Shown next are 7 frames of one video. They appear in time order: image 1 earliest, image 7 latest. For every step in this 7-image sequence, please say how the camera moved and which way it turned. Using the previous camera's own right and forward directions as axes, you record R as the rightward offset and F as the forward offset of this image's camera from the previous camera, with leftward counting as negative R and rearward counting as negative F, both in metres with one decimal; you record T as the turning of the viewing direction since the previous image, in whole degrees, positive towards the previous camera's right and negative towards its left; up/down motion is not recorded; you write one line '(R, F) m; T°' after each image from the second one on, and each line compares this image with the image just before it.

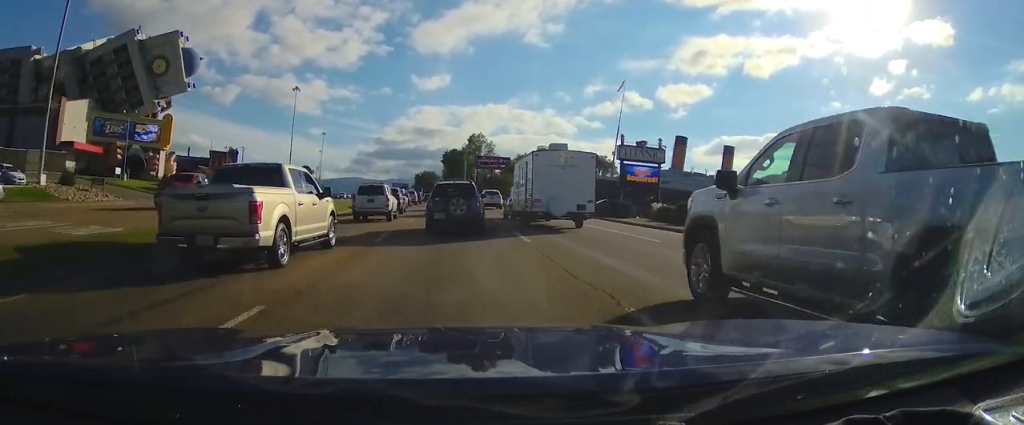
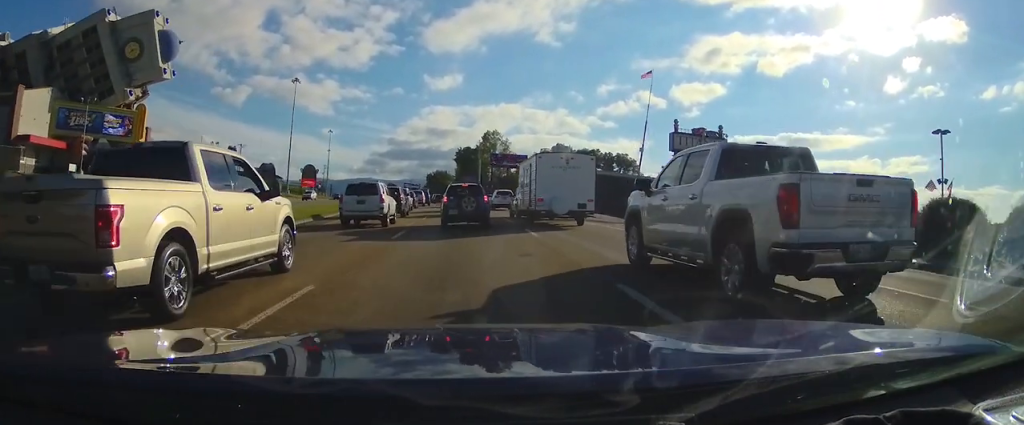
(-0.5, +8.5) m; -1°
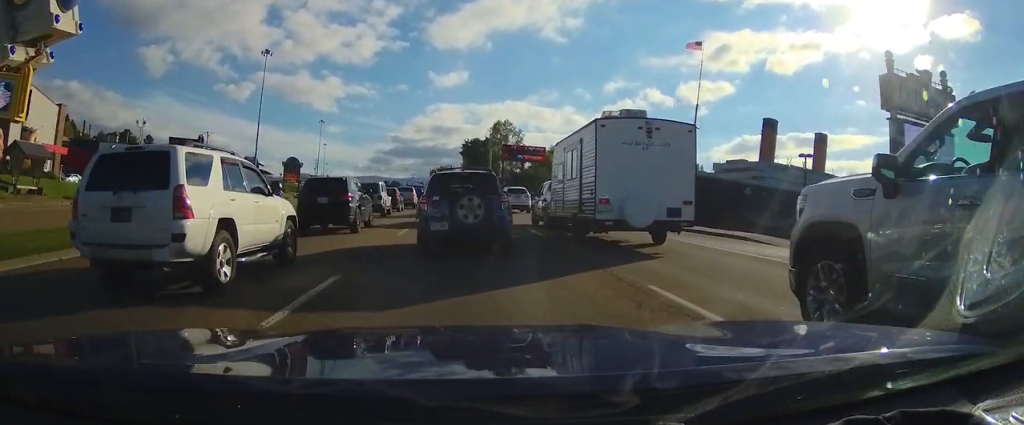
(+0.1, +18.1) m; 0°
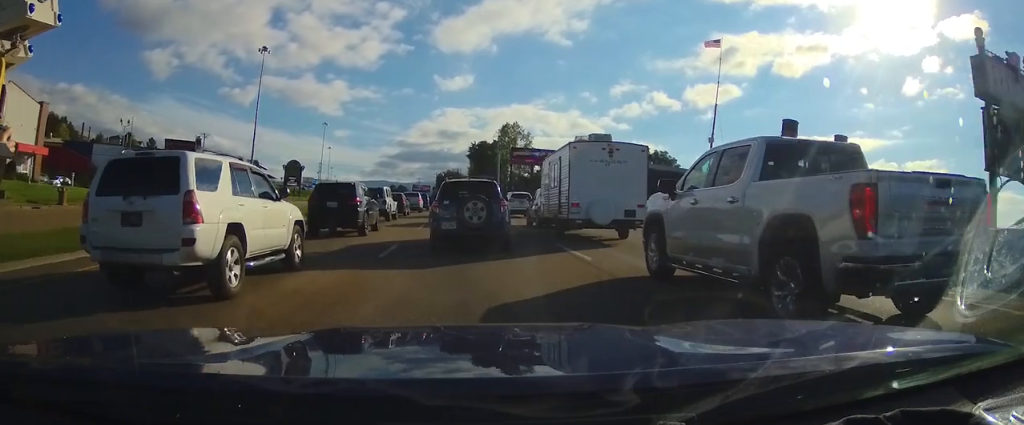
(-0.1, +11.6) m; 0°
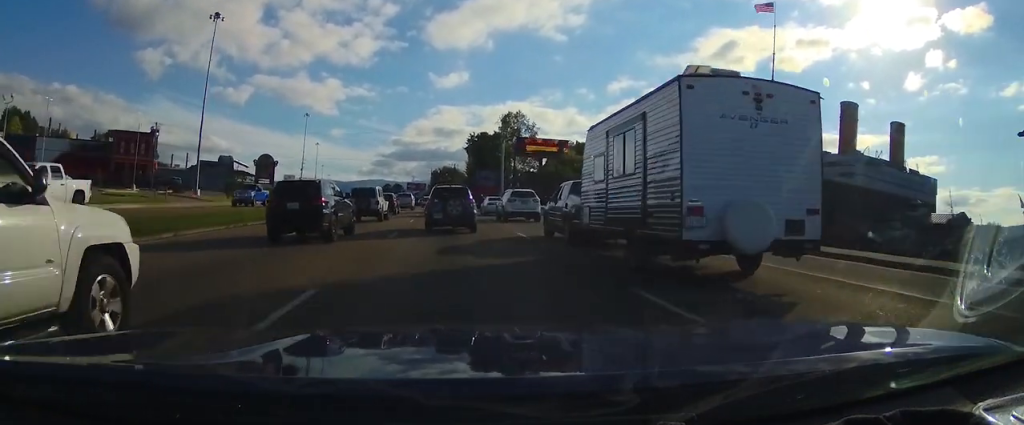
(0.0, +25.2) m; -2°
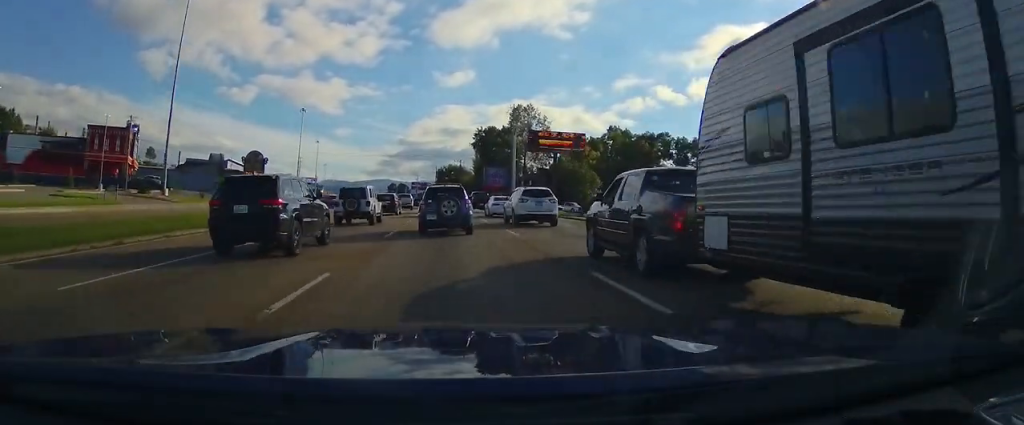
(-0.1, +8.4) m; -1°
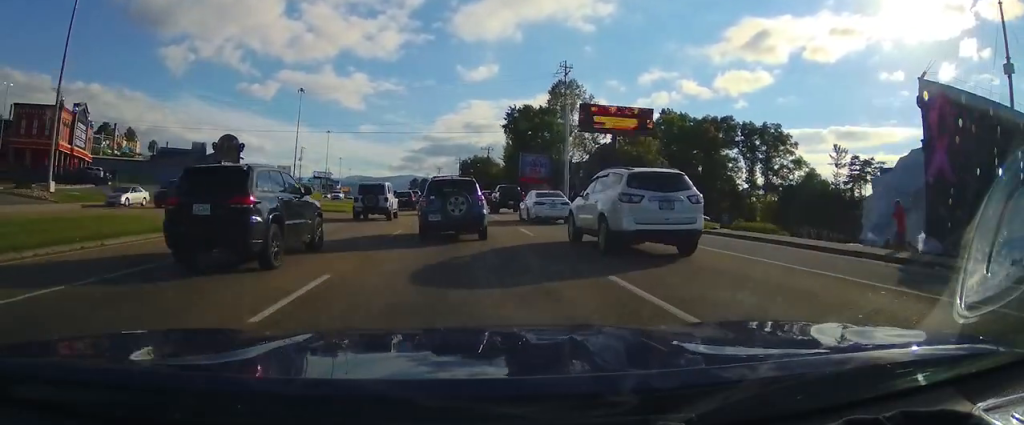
(-0.4, +19.6) m; -2°
